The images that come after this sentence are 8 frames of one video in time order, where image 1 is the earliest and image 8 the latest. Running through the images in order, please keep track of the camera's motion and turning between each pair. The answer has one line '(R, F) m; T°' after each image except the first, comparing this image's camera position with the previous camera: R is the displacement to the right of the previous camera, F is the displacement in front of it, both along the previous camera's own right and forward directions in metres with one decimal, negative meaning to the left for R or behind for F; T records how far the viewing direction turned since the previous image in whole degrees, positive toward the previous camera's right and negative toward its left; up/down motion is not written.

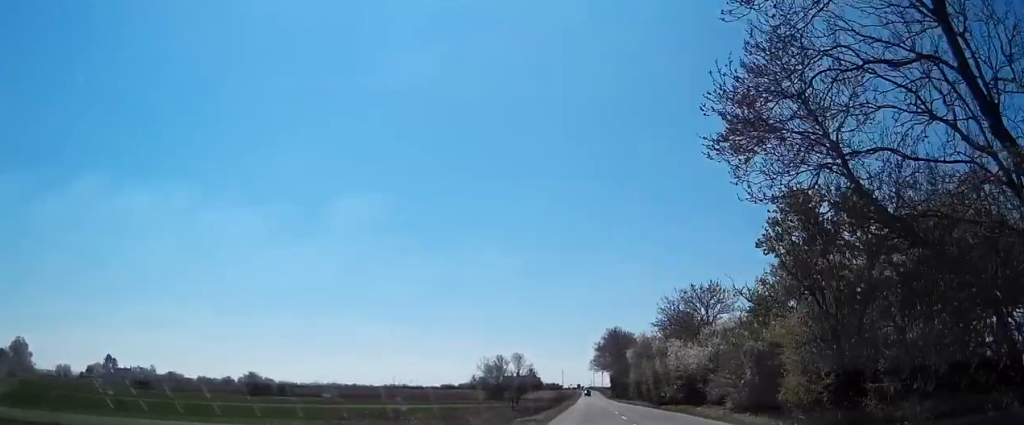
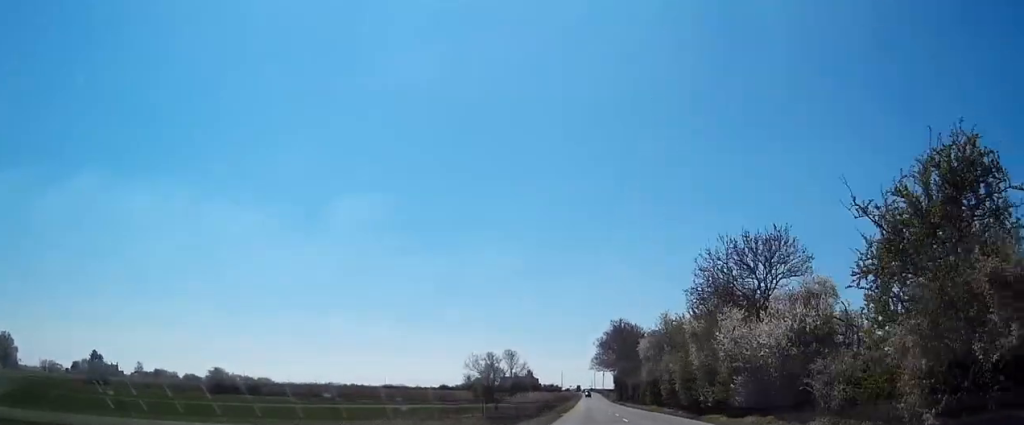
(0.0, +16.4) m; 0°
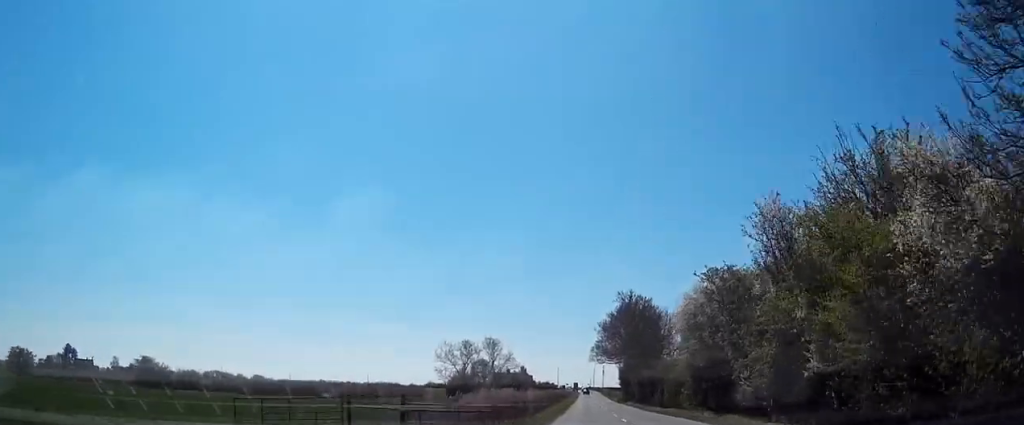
(-0.1, +26.3) m; 0°
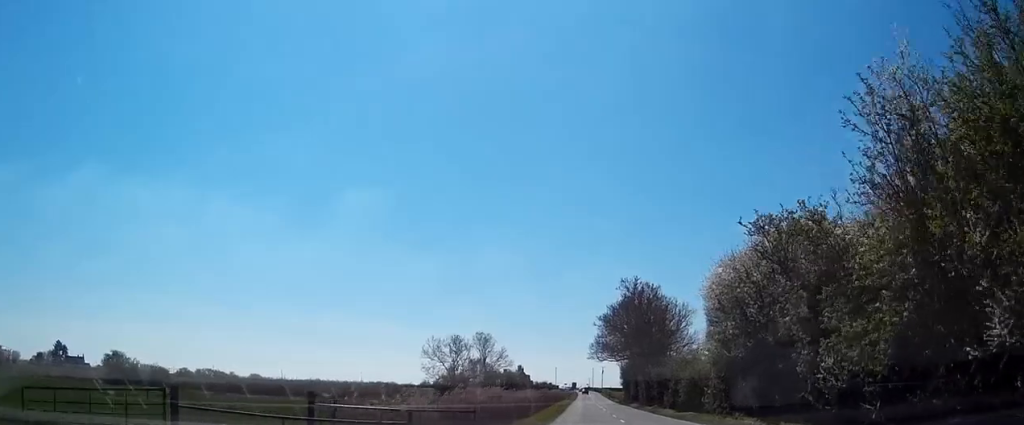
(0.0, +9.4) m; 0°
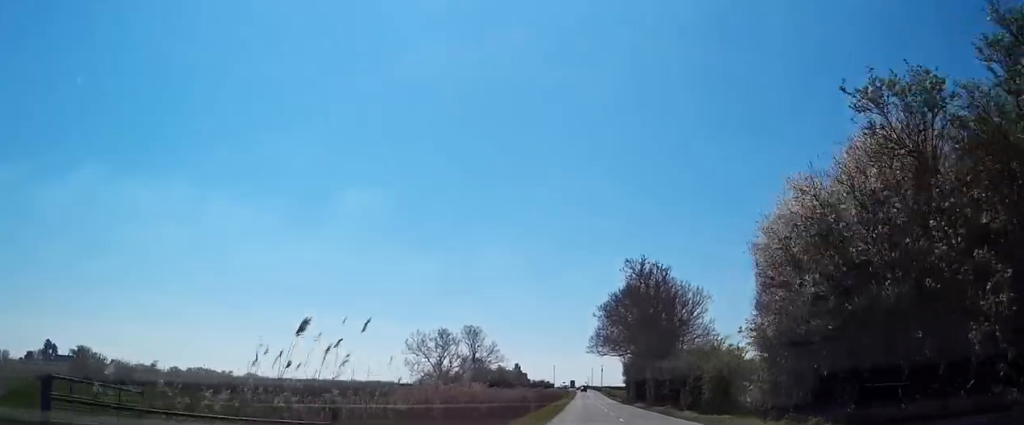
(0.0, +9.3) m; 0°
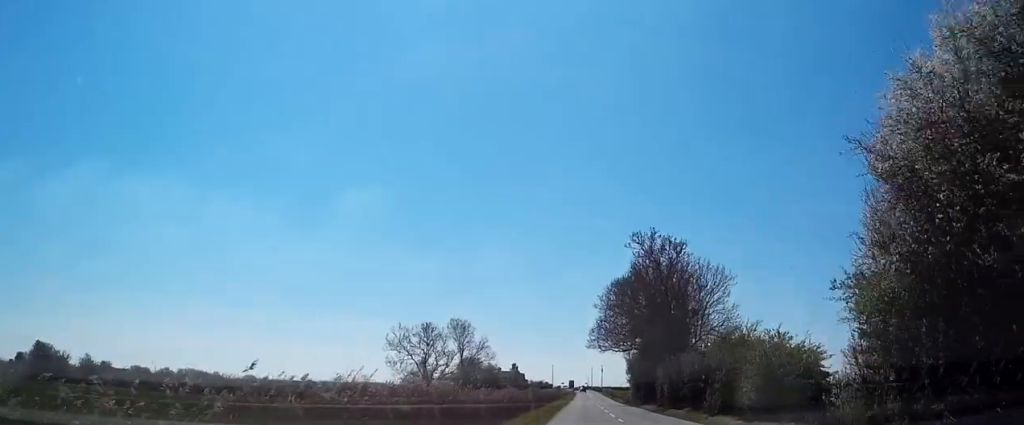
(0.0, +9.3) m; 0°
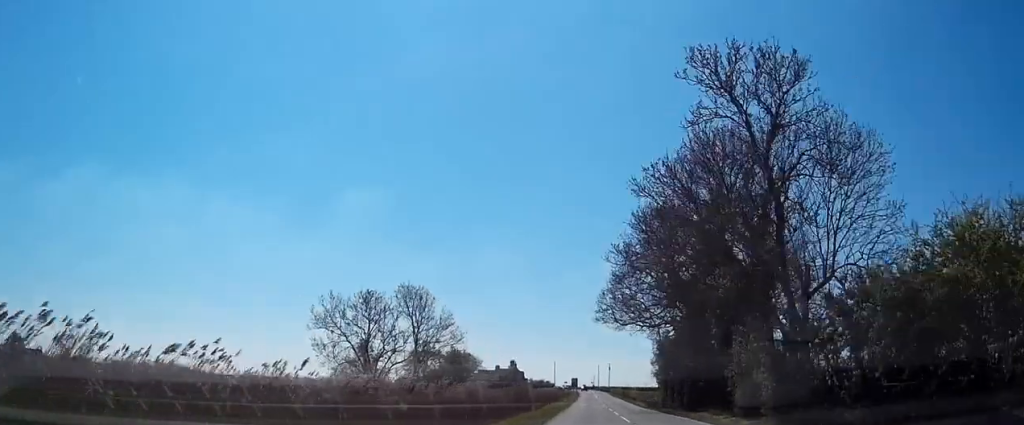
(-0.1, +26.7) m; 0°
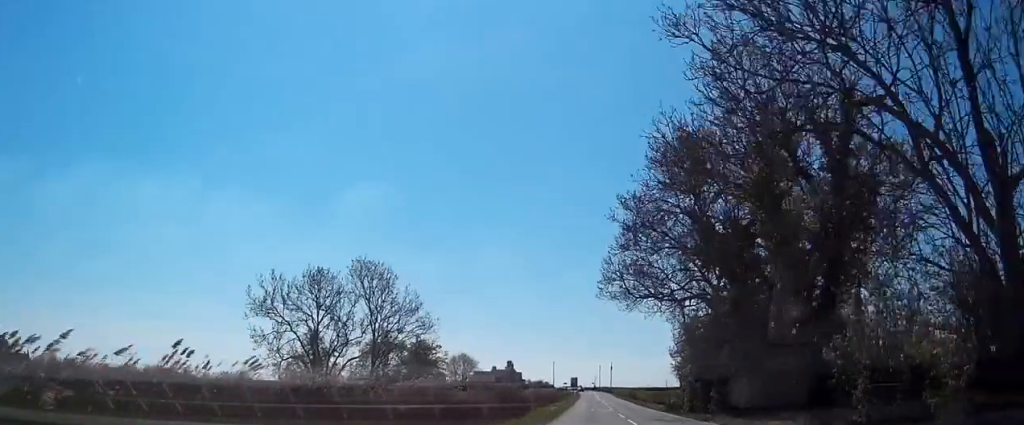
(0.0, +12.8) m; 0°
